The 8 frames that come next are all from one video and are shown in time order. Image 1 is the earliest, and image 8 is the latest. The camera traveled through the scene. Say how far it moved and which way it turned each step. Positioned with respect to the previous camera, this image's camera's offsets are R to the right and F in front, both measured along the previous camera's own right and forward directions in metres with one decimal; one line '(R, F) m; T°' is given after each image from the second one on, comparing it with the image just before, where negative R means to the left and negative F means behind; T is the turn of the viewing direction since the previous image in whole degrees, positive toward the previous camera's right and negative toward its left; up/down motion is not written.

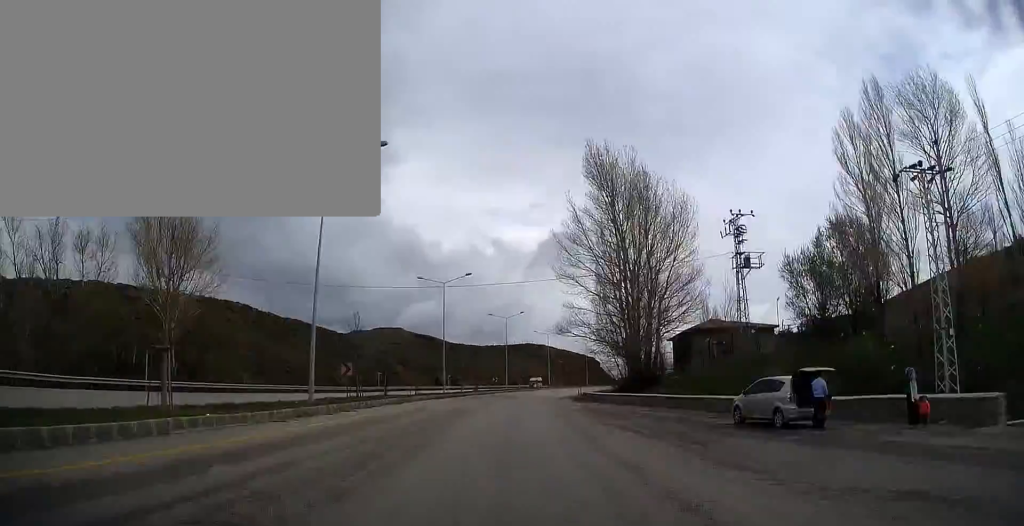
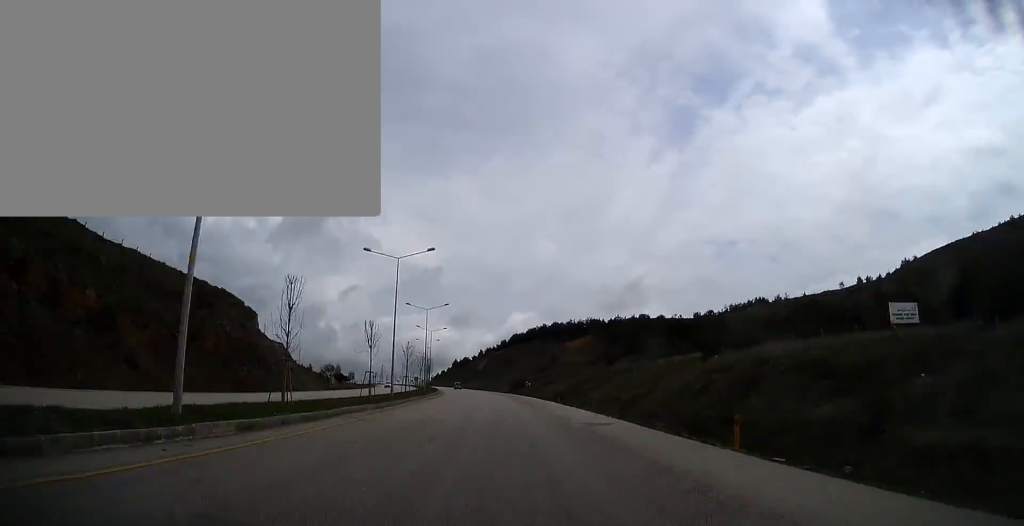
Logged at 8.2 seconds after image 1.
(+35.8, +207.4) m; +9°
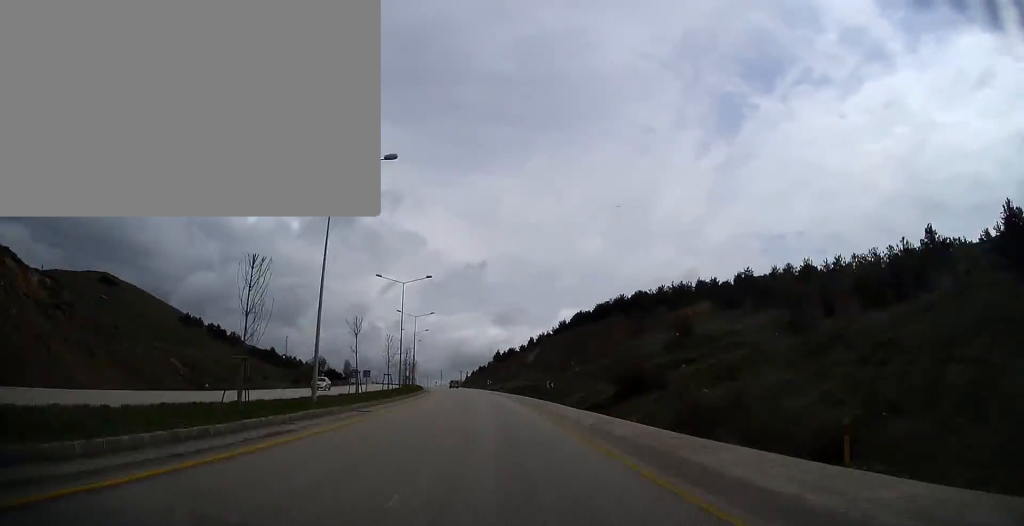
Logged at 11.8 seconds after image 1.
(+4.1, +90.9) m; -2°
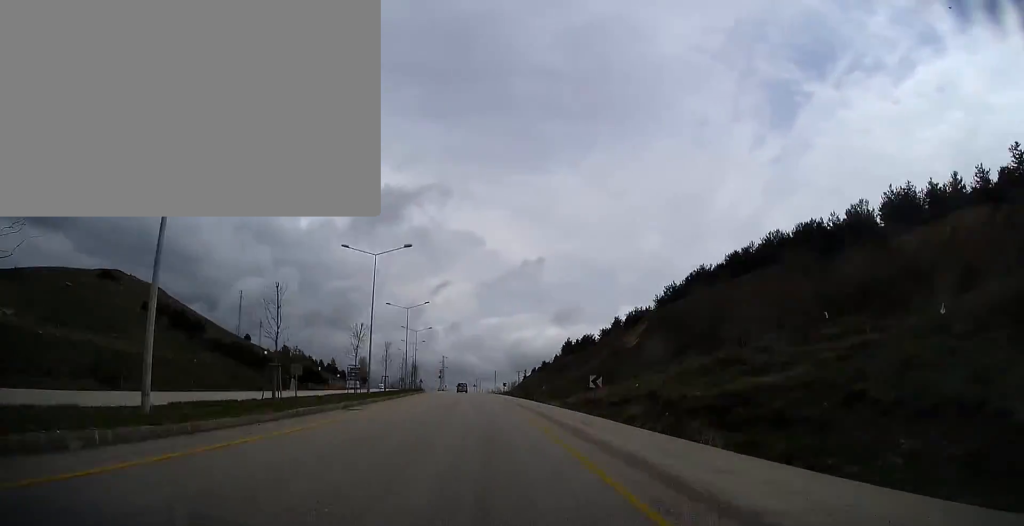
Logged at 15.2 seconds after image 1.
(-5.8, +83.3) m; -5°
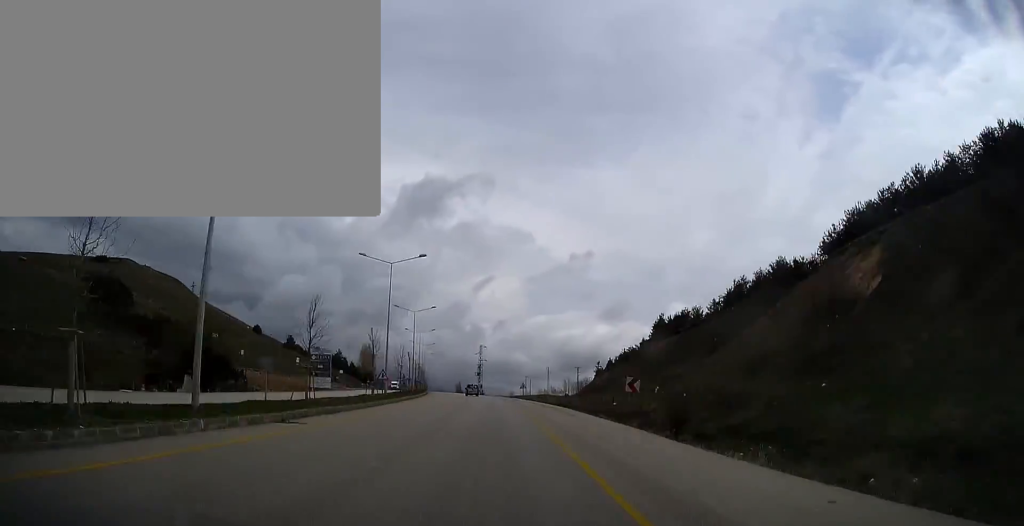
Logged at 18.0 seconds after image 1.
(+0.1, +68.8) m; -4°
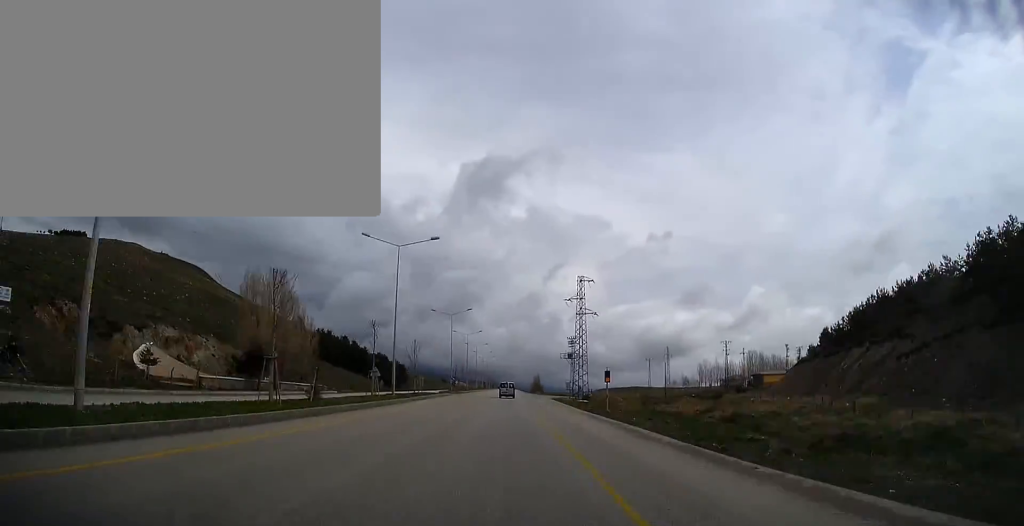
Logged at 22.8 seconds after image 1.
(-8.3, +114.9) m; -4°
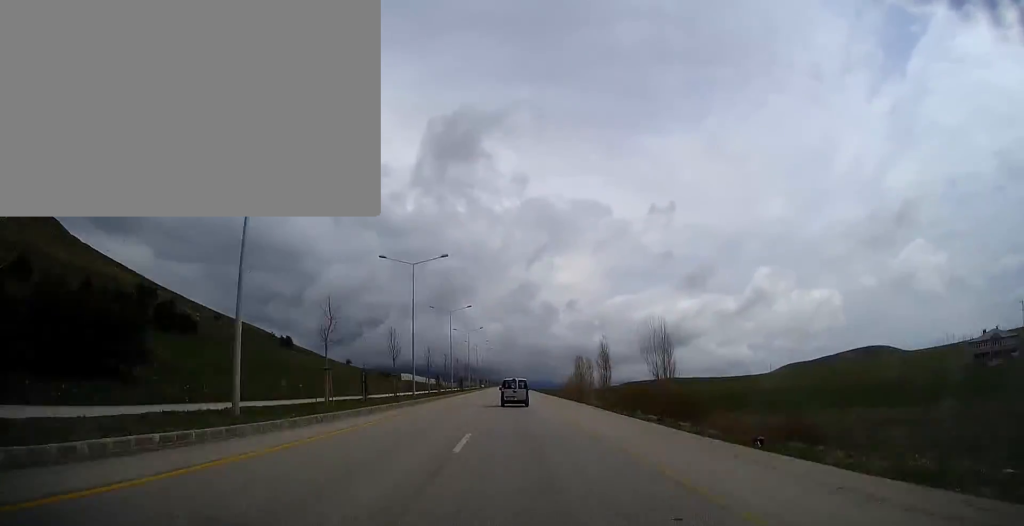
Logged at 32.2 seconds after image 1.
(-6.7, +225.1) m; -2°
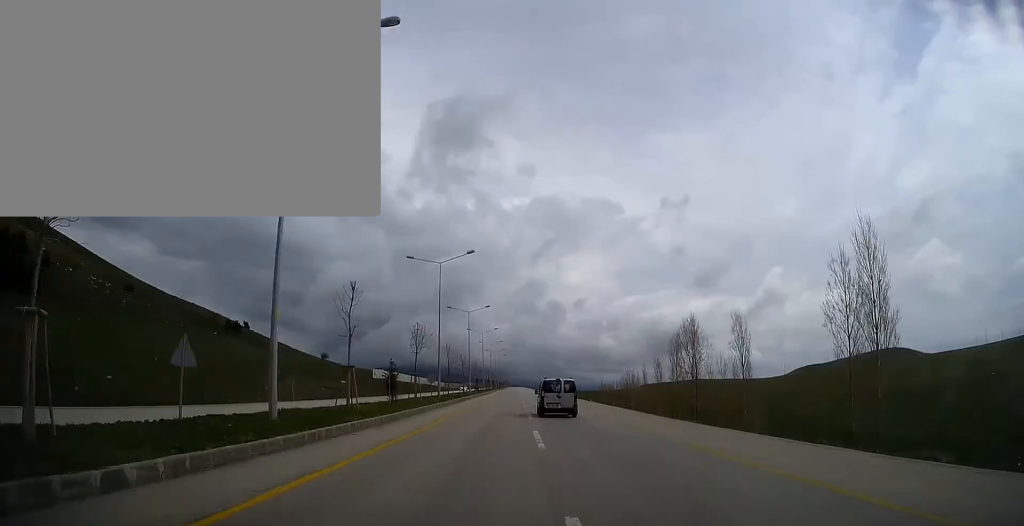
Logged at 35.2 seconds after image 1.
(-0.4, +72.4) m; 0°
